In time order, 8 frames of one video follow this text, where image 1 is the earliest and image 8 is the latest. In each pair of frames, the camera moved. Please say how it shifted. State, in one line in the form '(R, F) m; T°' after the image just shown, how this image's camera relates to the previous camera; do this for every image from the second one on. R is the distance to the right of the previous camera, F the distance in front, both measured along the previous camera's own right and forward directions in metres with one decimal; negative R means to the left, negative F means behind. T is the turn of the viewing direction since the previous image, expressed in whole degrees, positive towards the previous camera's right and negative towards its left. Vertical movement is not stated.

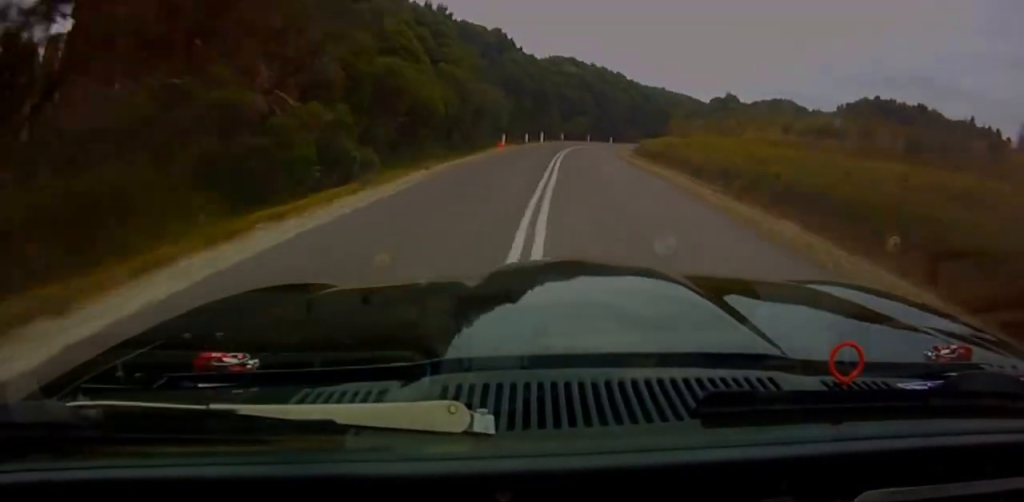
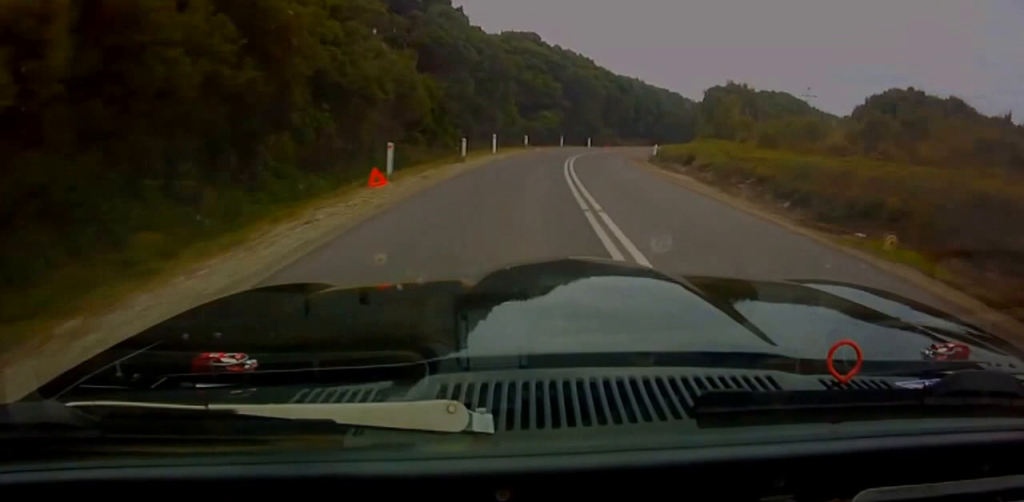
(+1.1, +27.9) m; +6°
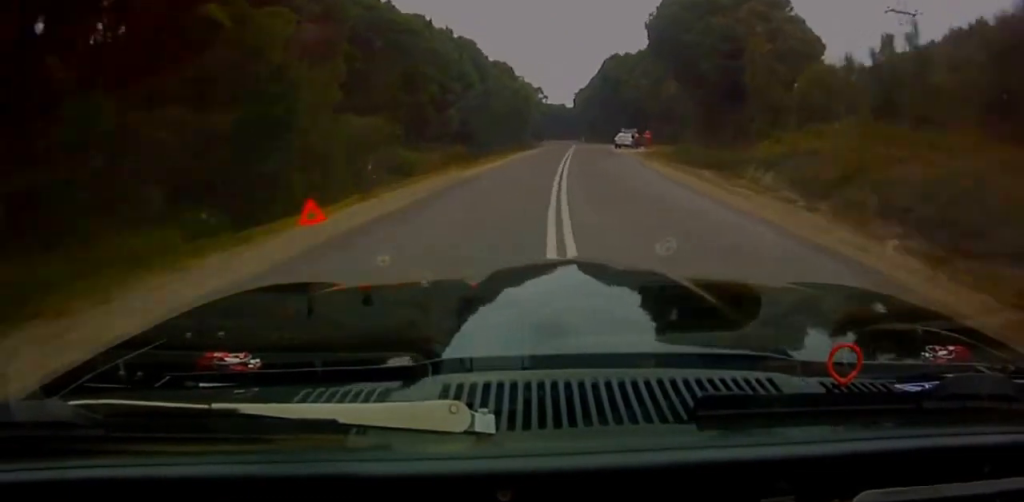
(+10.0, +70.9) m; +13°
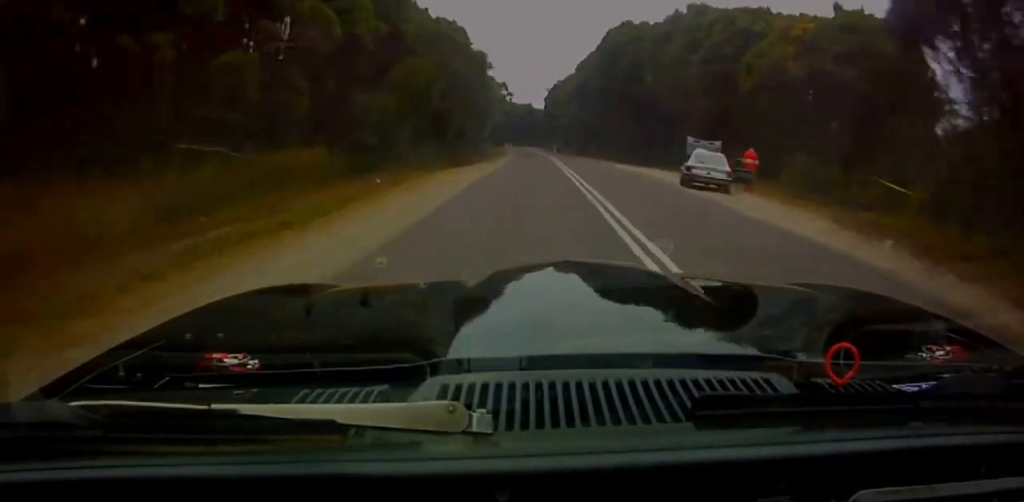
(+0.8, +35.9) m; +1°
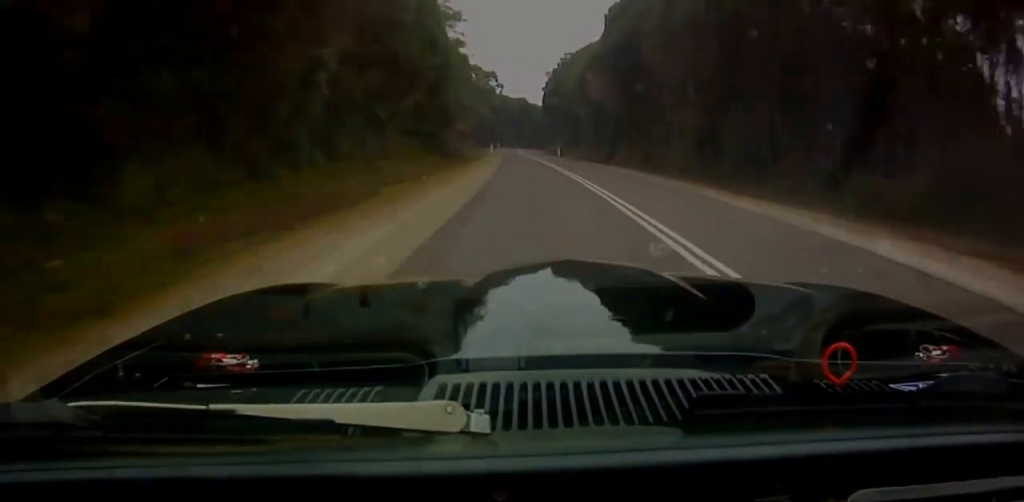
(-0.2, +34.9) m; -1°
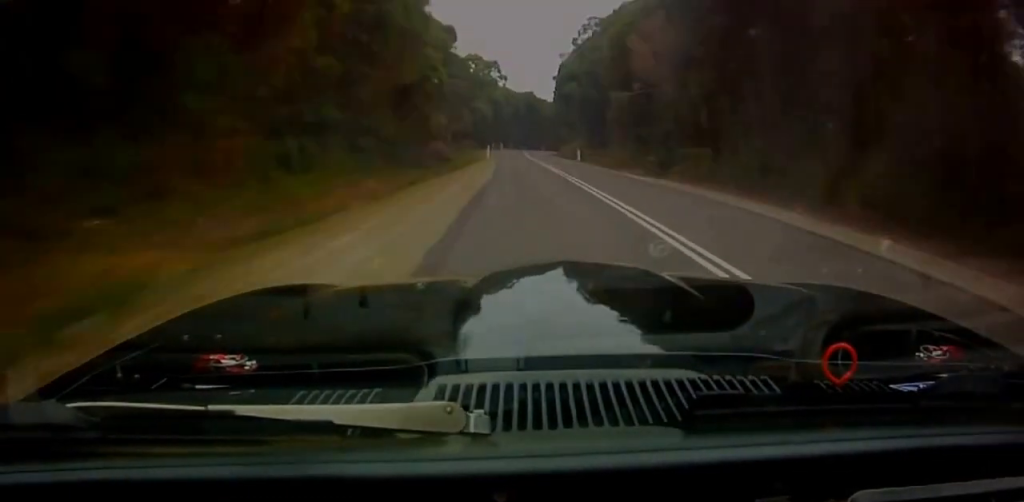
(-0.1, +19.9) m; 0°
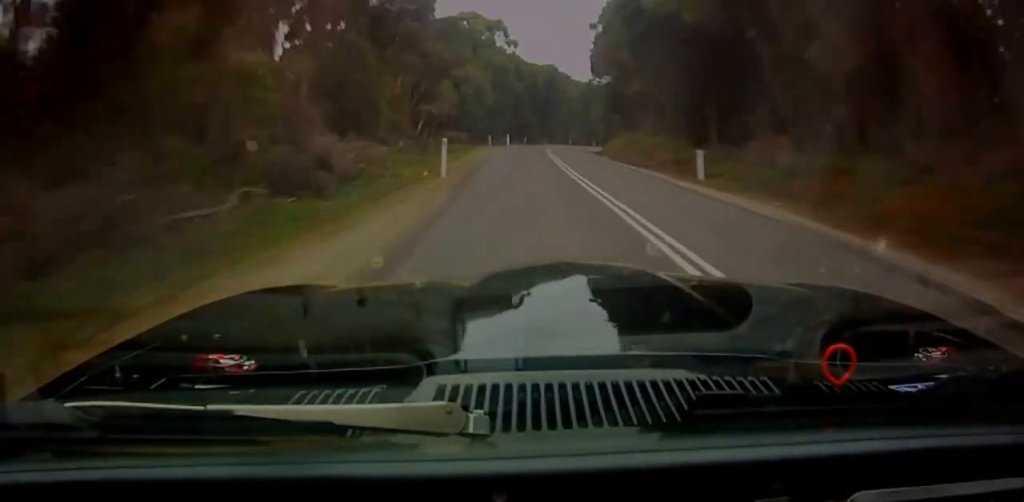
(-0.2, +37.4) m; 0°
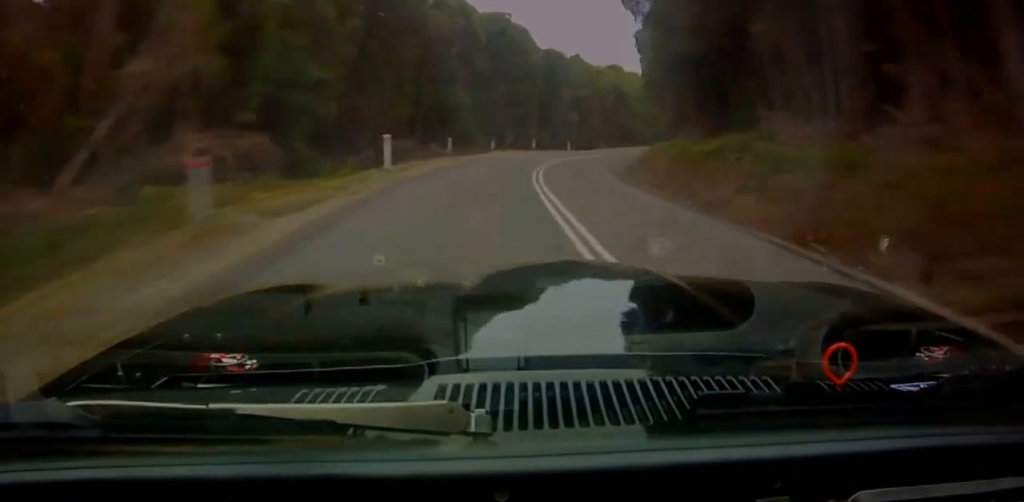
(+0.5, +39.8) m; +1°
